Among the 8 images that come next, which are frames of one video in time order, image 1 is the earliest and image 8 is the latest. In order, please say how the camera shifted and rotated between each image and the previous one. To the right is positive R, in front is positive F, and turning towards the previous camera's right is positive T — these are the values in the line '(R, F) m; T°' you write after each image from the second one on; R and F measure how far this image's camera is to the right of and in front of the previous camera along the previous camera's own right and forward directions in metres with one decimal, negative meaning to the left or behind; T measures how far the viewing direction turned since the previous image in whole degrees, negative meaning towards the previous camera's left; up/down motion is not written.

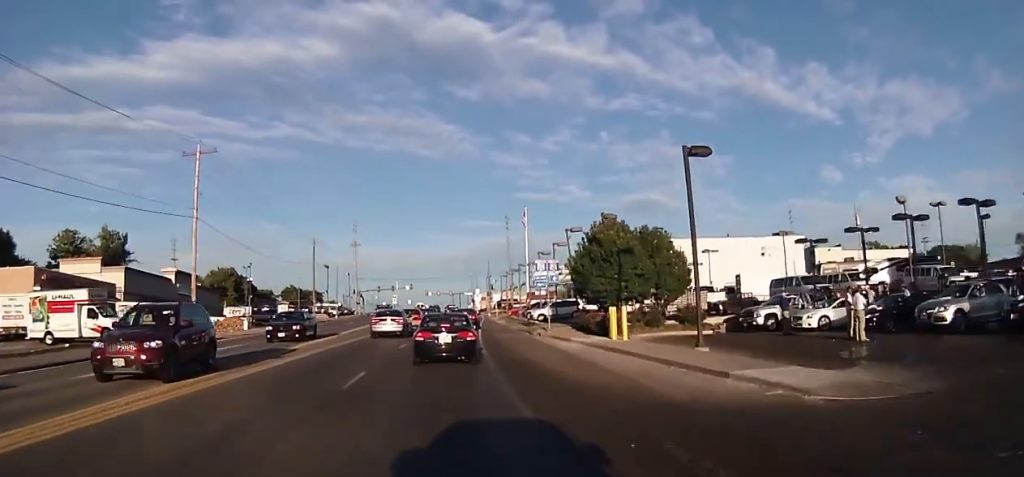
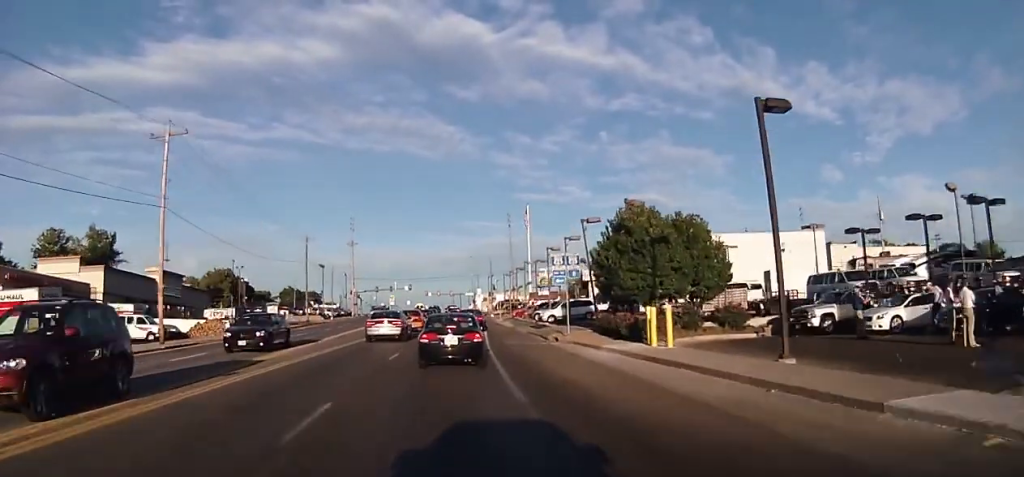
(0.0, +5.5) m; 0°
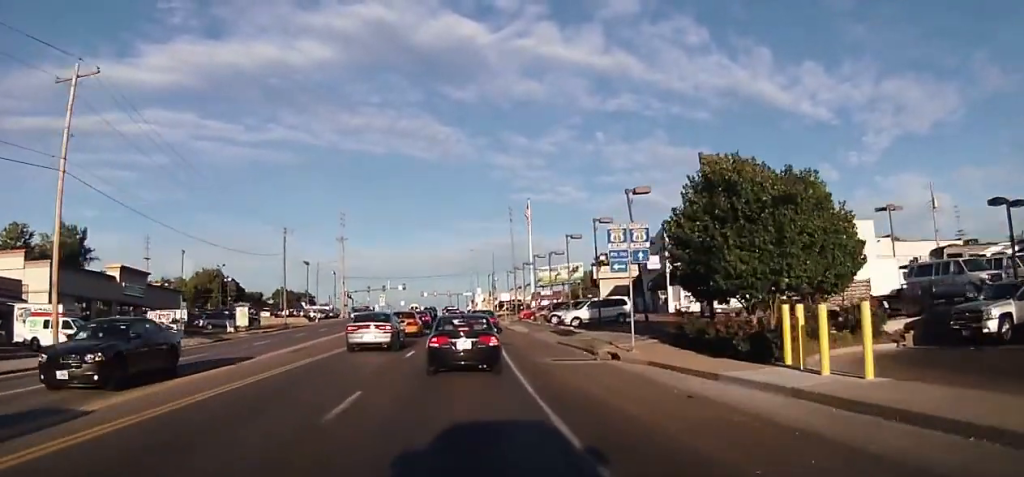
(-0.1, +11.8) m; -1°
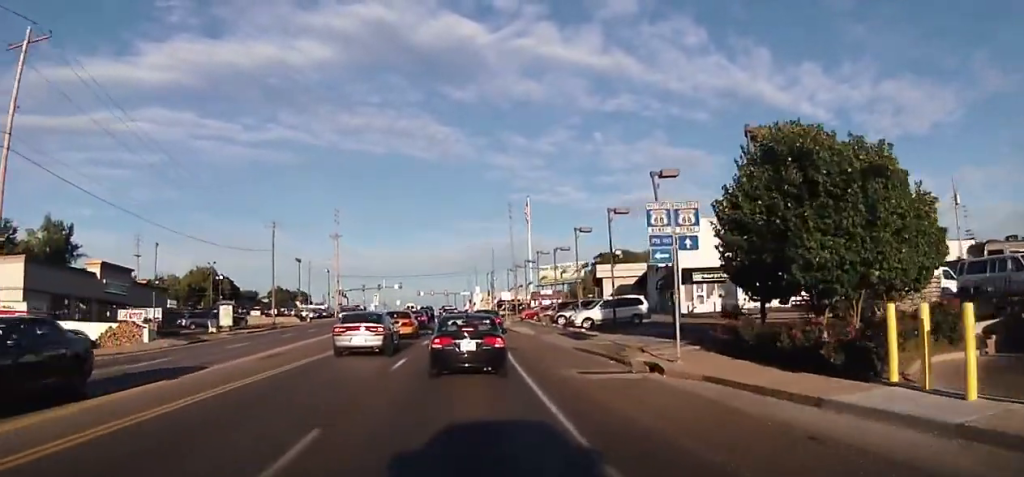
(0.0, +4.5) m; -1°
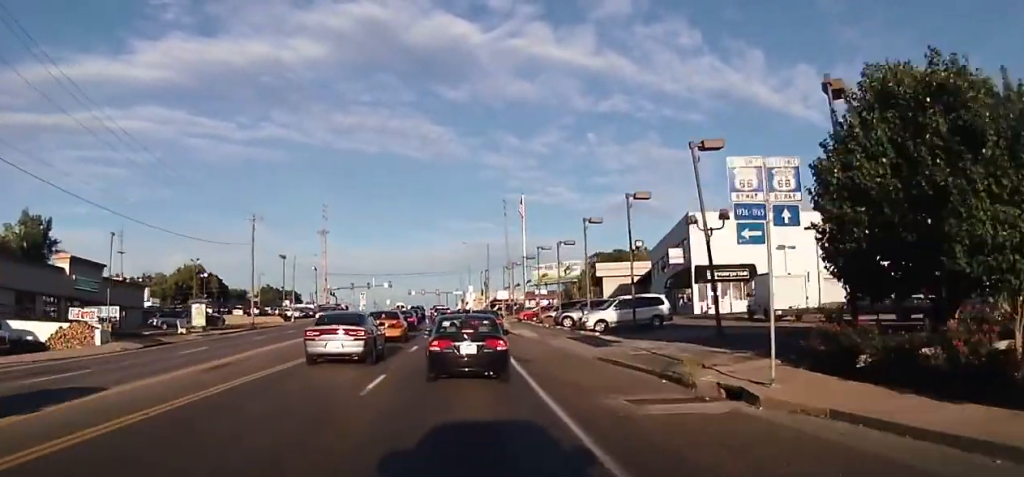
(0.0, +5.7) m; 0°
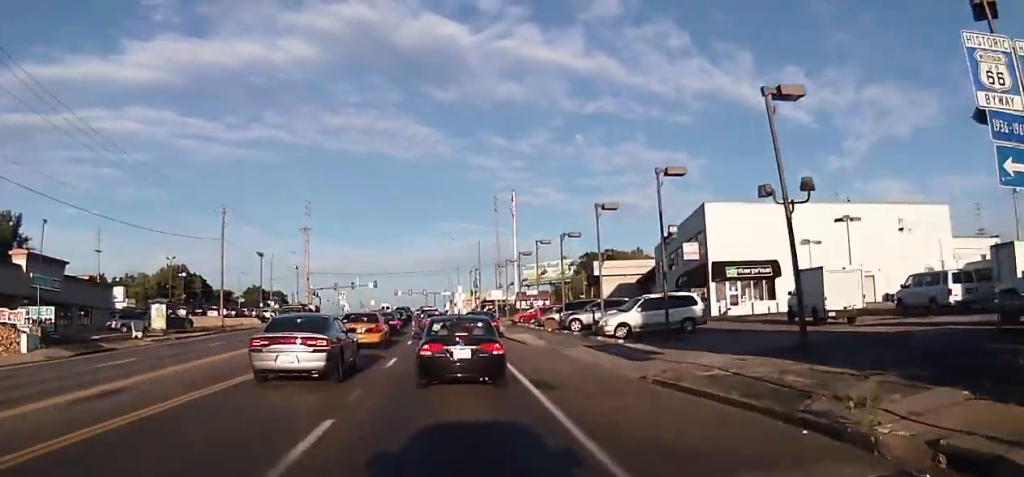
(-0.2, +7.0) m; +1°
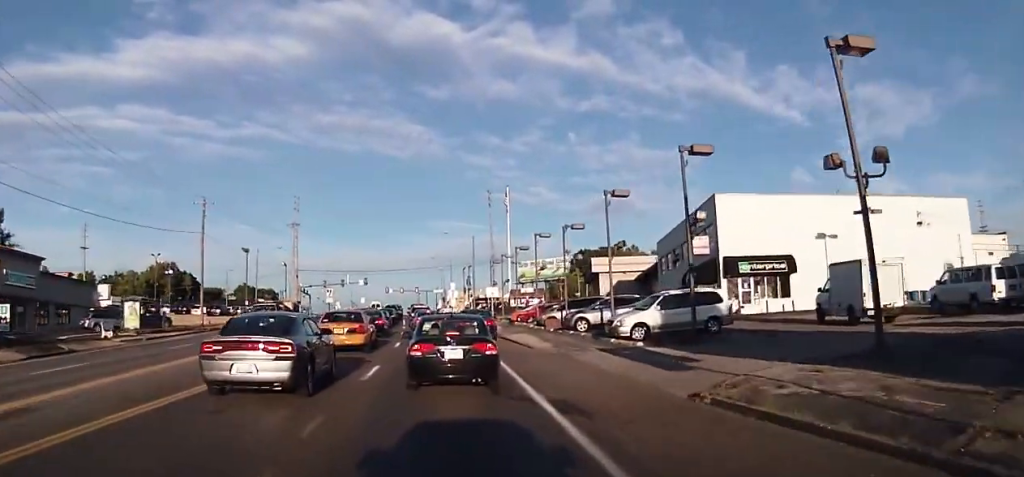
(+0.2, +3.8) m; +1°
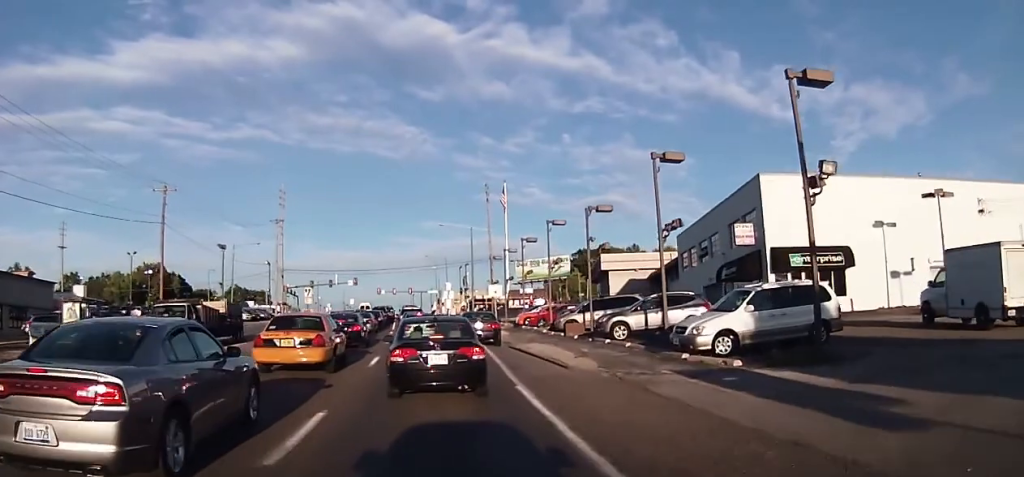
(+0.3, +9.2) m; +3°
